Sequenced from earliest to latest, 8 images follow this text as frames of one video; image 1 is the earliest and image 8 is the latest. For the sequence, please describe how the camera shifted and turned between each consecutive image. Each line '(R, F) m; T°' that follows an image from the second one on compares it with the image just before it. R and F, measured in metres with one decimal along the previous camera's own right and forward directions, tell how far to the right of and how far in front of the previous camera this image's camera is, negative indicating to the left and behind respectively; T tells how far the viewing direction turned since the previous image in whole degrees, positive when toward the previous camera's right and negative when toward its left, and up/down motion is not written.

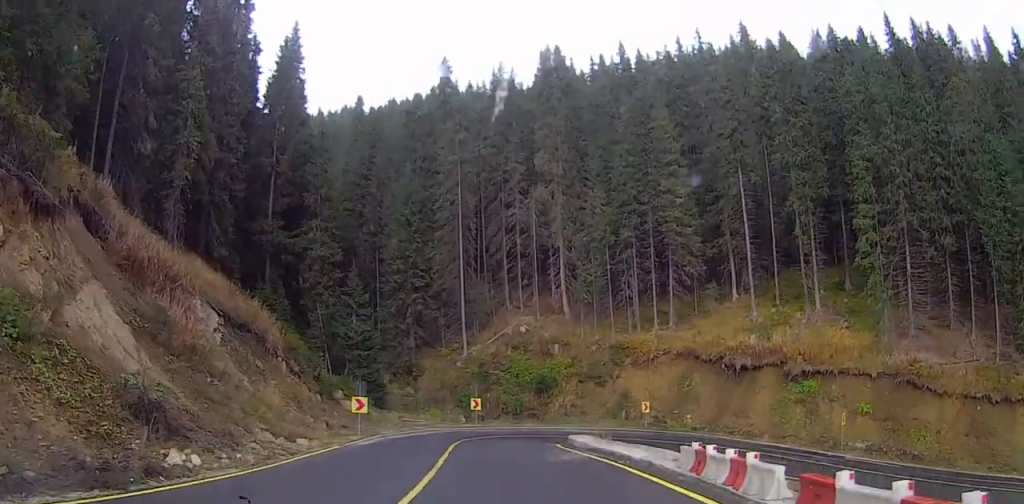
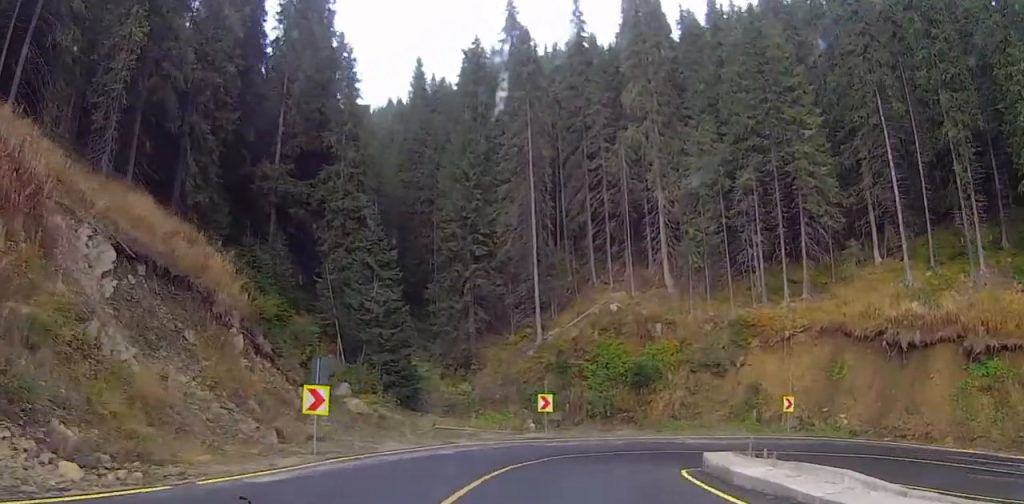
(-0.1, +16.0) m; -1°
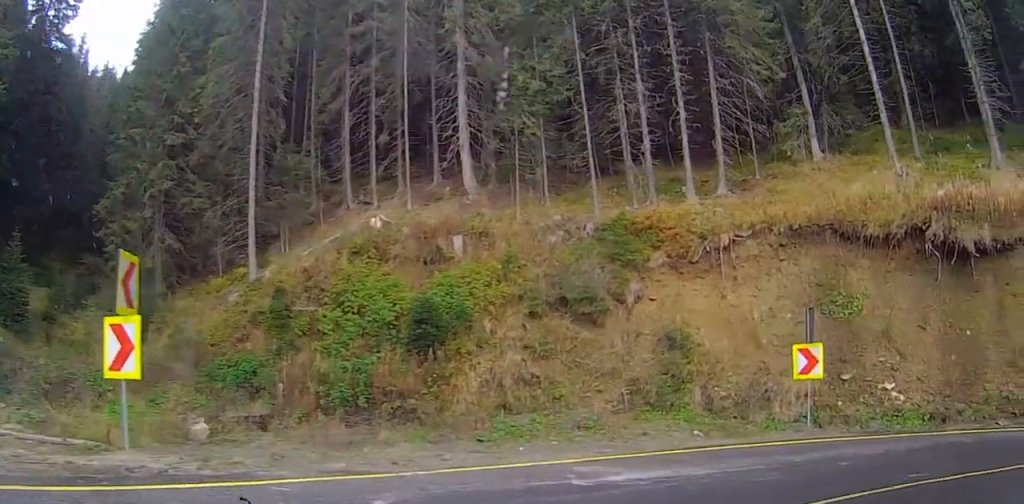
(-0.4, +26.2) m; +2°
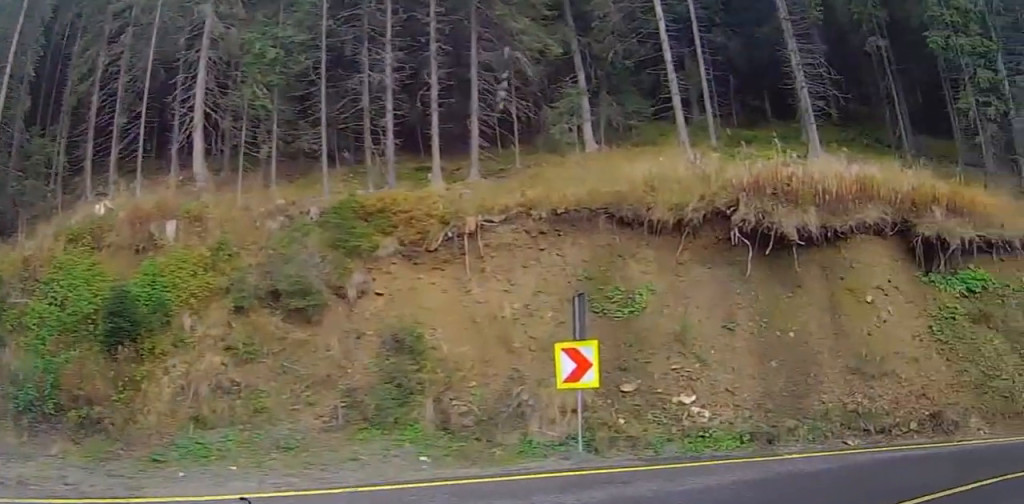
(+0.6, +5.3) m; +18°
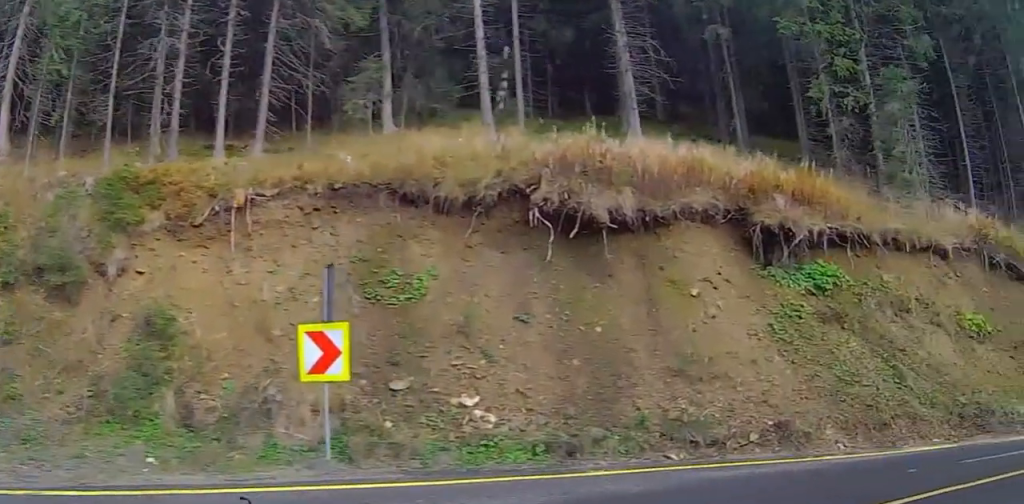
(+0.4, +3.0) m; +18°
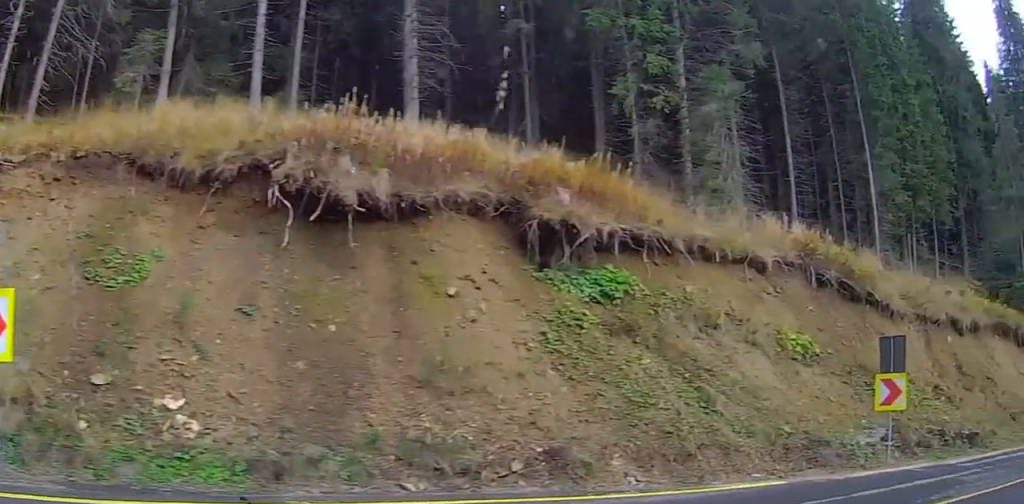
(+0.4, +2.9) m; +21°
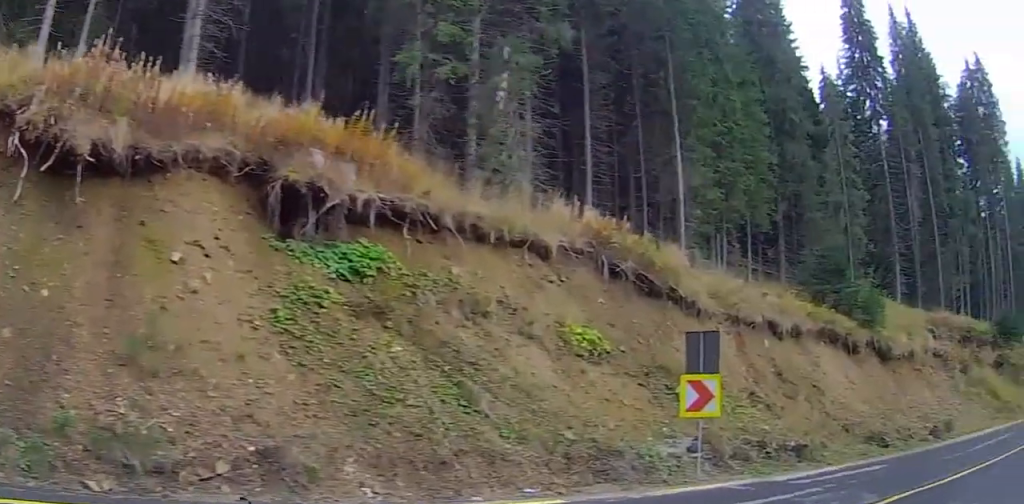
(+0.6, +2.5) m; +18°
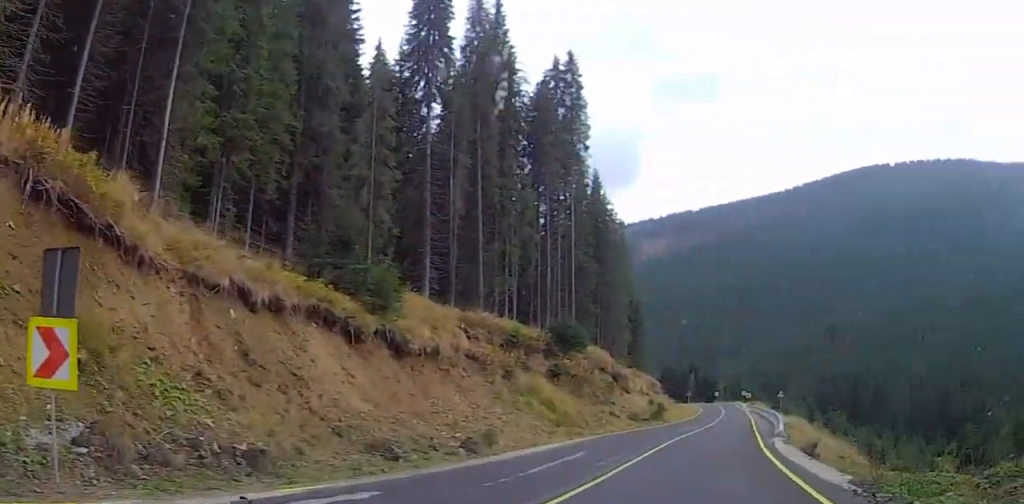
(+2.0, +5.6) m; +35°
